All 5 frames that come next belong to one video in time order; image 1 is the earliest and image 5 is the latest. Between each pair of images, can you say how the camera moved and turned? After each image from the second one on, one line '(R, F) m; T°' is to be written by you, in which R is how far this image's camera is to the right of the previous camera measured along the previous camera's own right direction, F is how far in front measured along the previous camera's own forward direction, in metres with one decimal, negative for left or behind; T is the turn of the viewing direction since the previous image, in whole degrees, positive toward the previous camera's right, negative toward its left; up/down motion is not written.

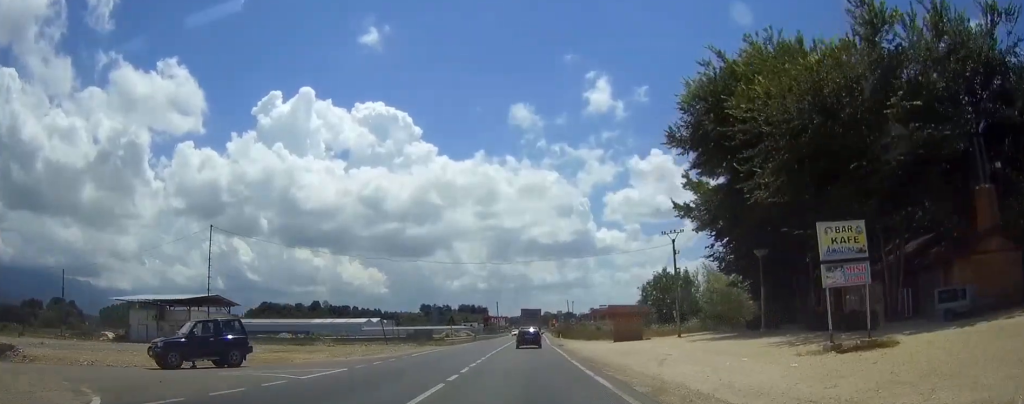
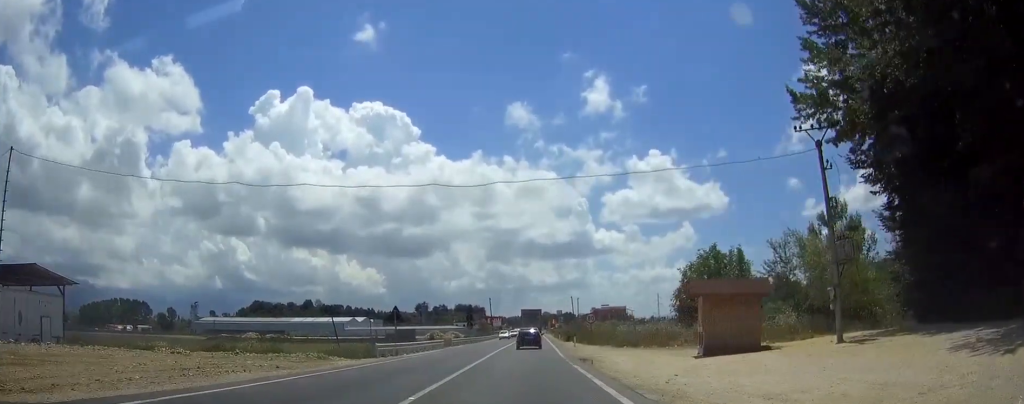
(-0.1, +26.7) m; -1°
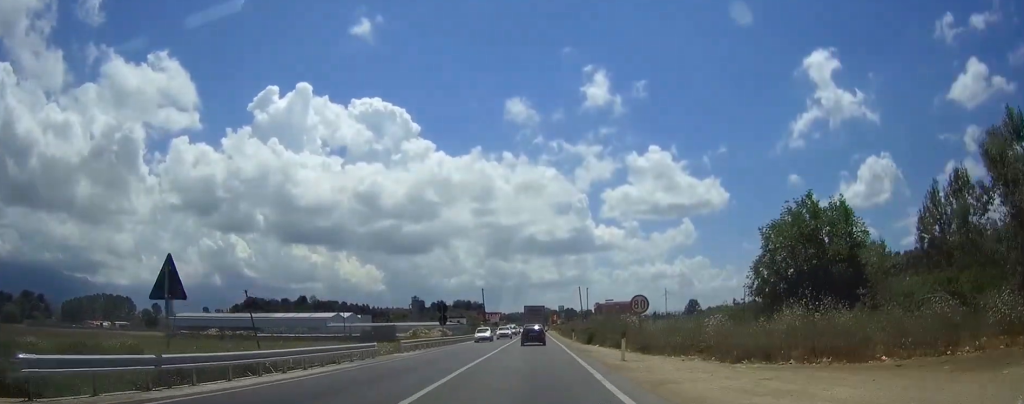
(-0.1, +25.6) m; 0°
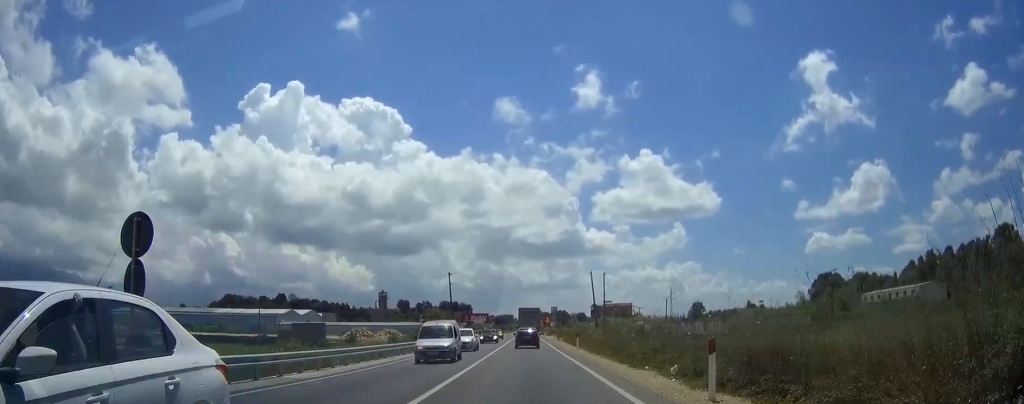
(+0.4, +44.7) m; +1°
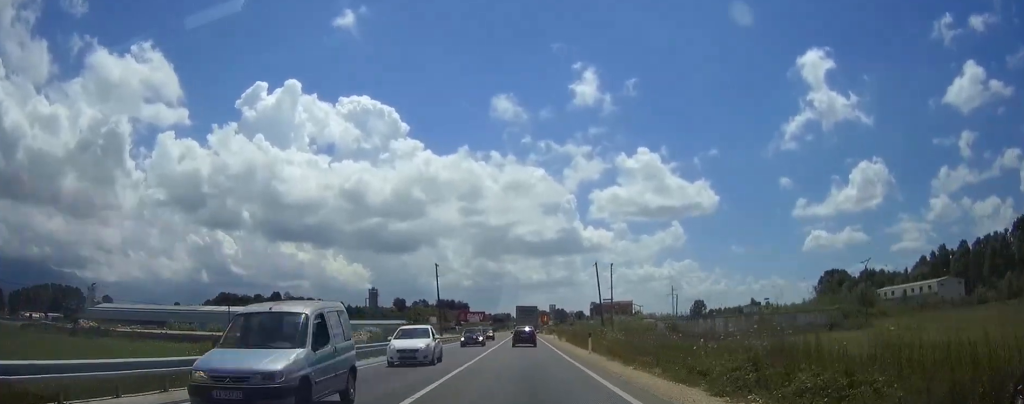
(0.0, +10.9) m; 0°
